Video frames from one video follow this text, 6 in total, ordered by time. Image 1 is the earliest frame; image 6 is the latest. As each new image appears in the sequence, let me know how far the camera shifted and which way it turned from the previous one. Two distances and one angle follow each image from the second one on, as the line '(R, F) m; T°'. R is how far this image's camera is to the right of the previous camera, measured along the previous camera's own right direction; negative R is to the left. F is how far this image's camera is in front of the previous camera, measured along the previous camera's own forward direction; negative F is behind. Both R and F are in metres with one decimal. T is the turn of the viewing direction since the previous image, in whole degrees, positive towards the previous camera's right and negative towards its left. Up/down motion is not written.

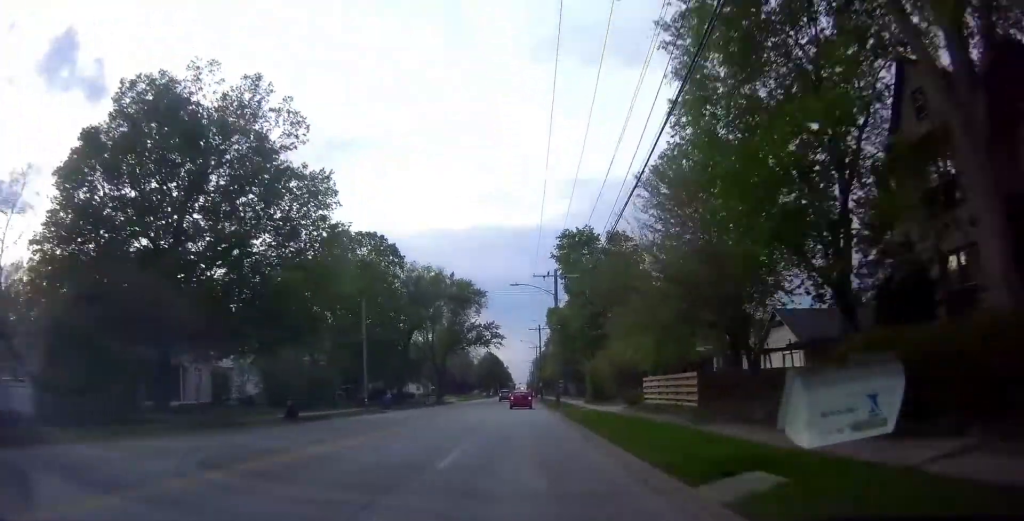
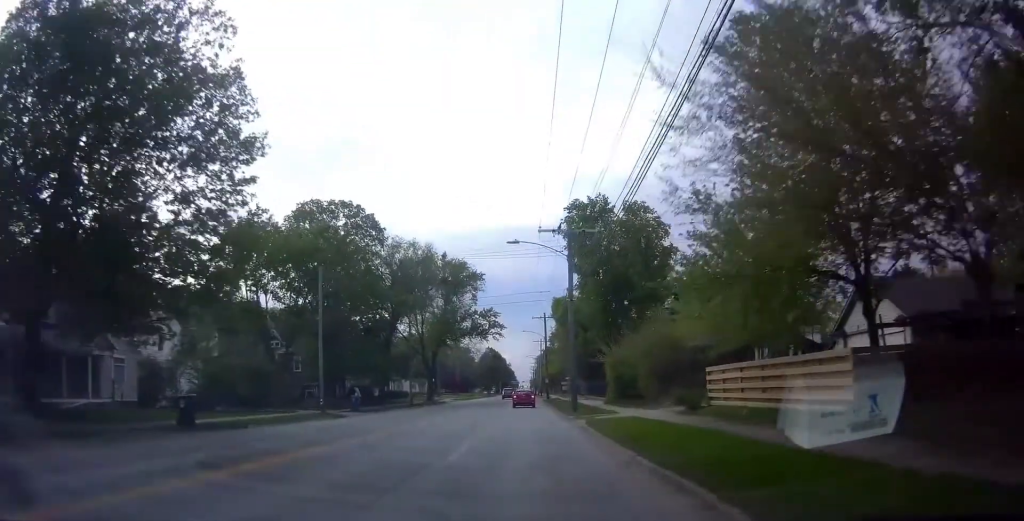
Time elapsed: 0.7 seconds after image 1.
(0.0, +11.3) m; -1°
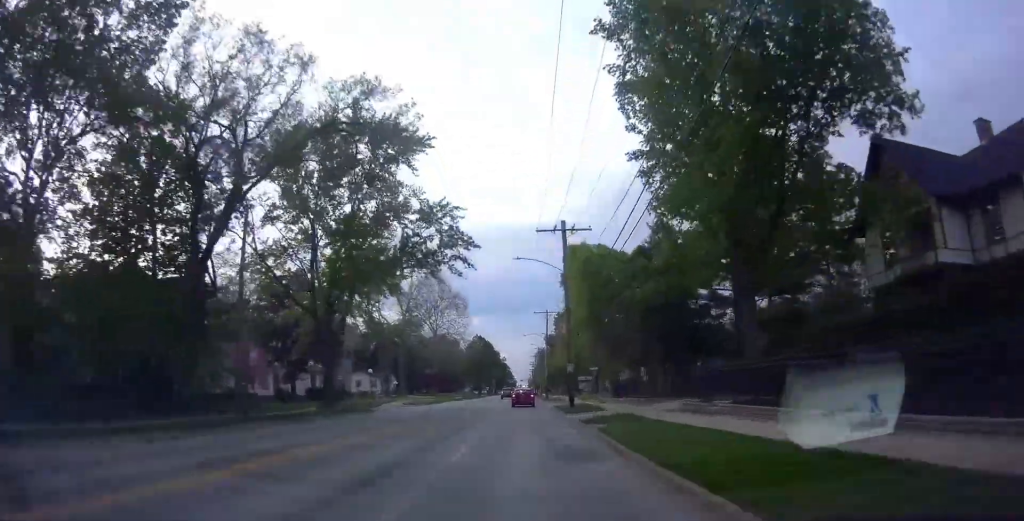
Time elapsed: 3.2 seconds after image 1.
(-0.3, +38.7) m; +1°
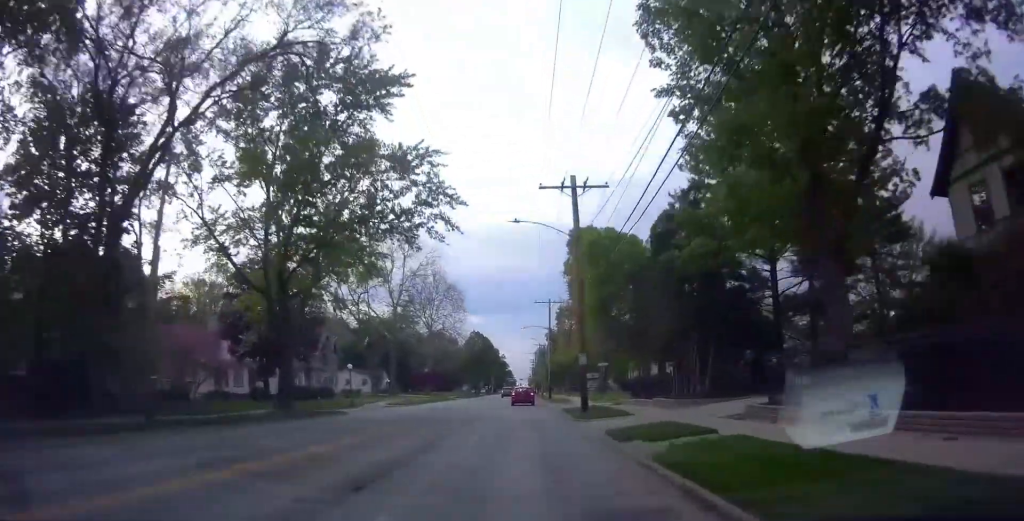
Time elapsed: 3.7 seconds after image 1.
(0.0, +7.2) m; 0°
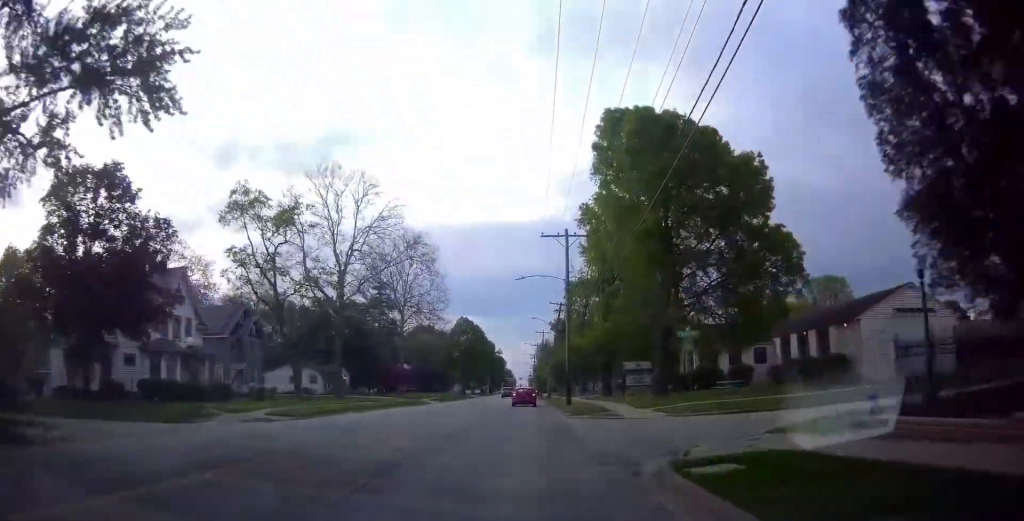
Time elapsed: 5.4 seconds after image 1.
(0.0, +26.7) m; 0°
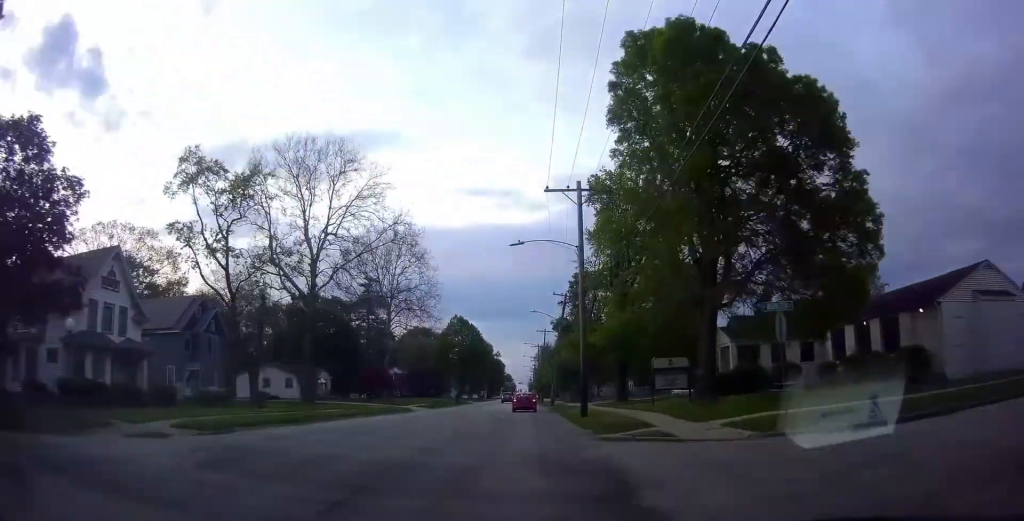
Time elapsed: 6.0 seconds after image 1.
(0.0, +8.8) m; 0°
